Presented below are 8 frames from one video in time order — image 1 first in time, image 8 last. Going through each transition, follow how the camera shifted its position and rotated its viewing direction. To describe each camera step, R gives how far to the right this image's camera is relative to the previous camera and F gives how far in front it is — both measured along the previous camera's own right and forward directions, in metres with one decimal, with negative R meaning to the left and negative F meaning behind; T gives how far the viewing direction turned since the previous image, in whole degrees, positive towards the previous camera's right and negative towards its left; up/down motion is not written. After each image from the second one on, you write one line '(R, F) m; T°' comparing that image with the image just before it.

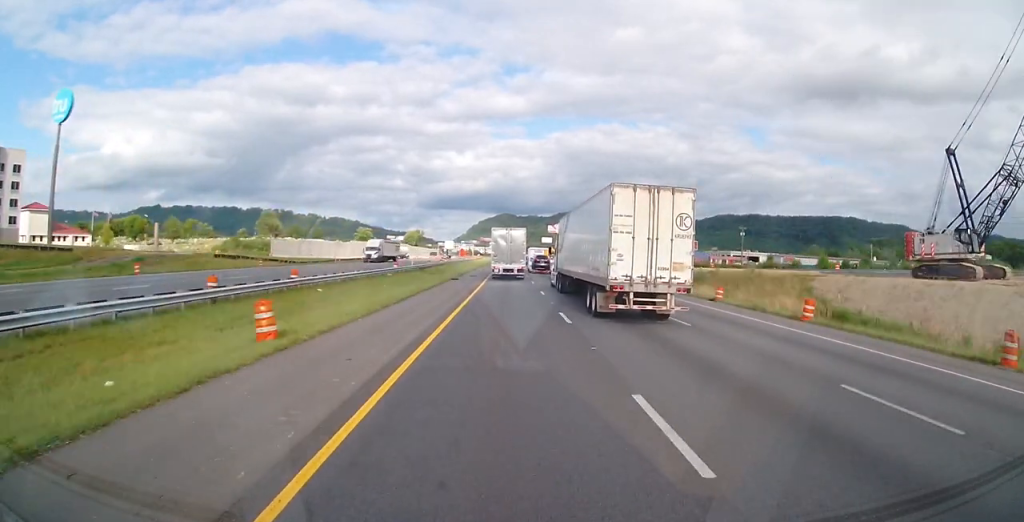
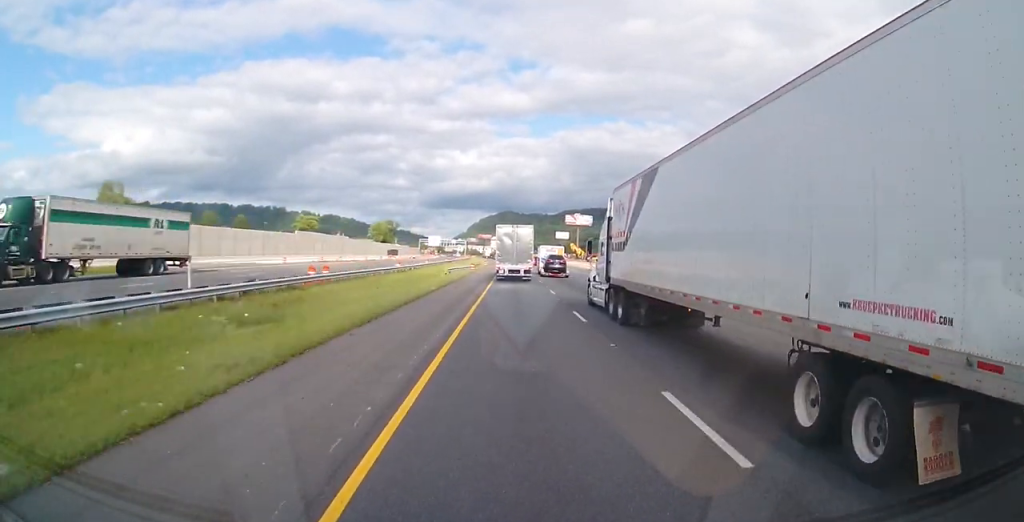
(-1.1, +106.1) m; -1°
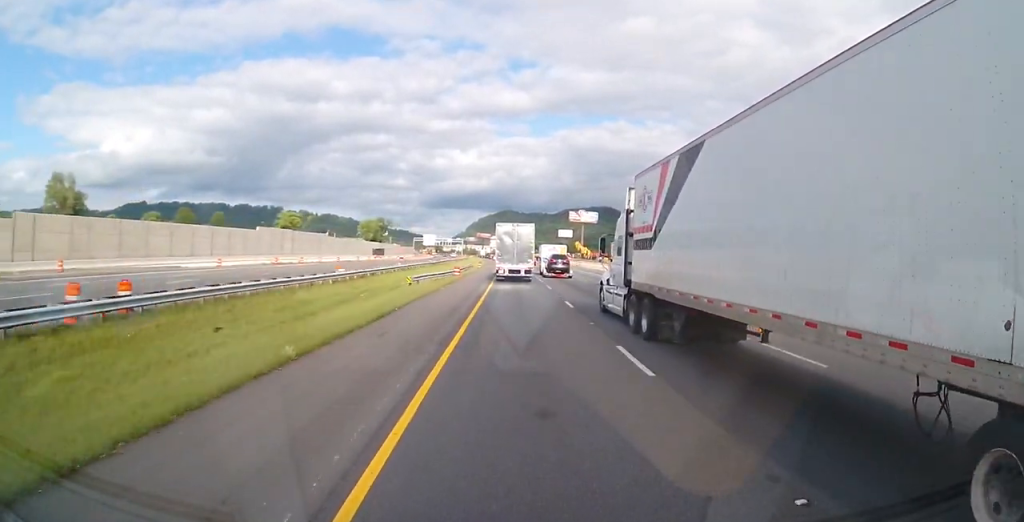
(0.0, +19.8) m; 0°
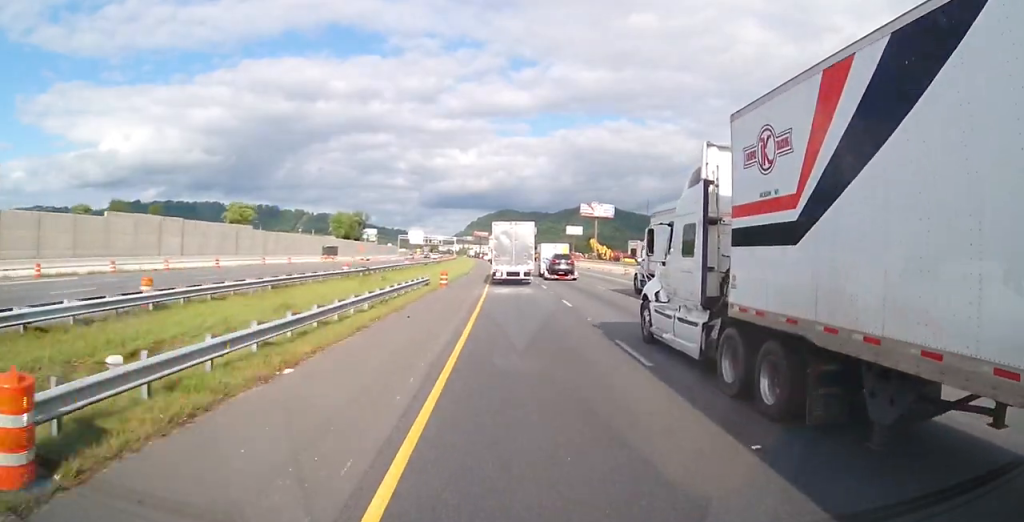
(0.0, +44.6) m; 0°
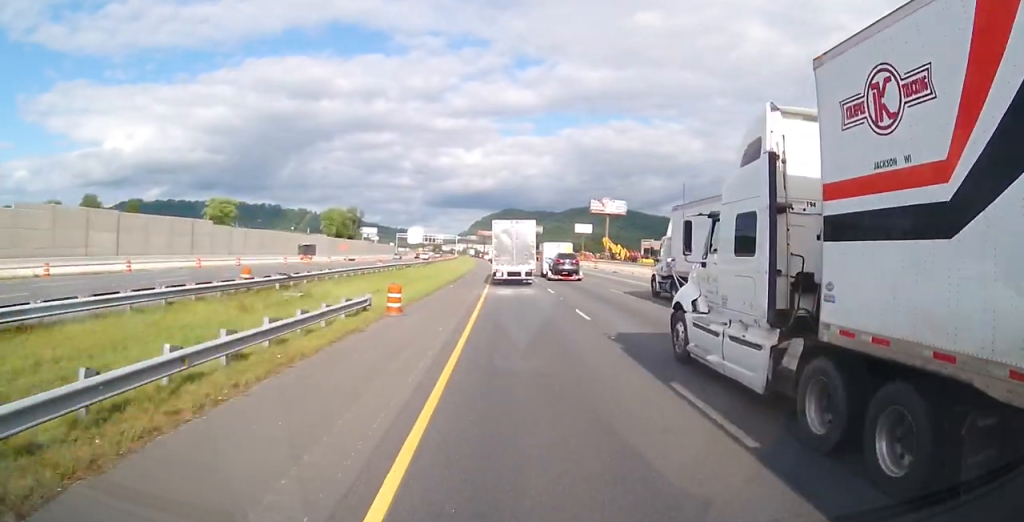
(+0.1, +16.5) m; 0°
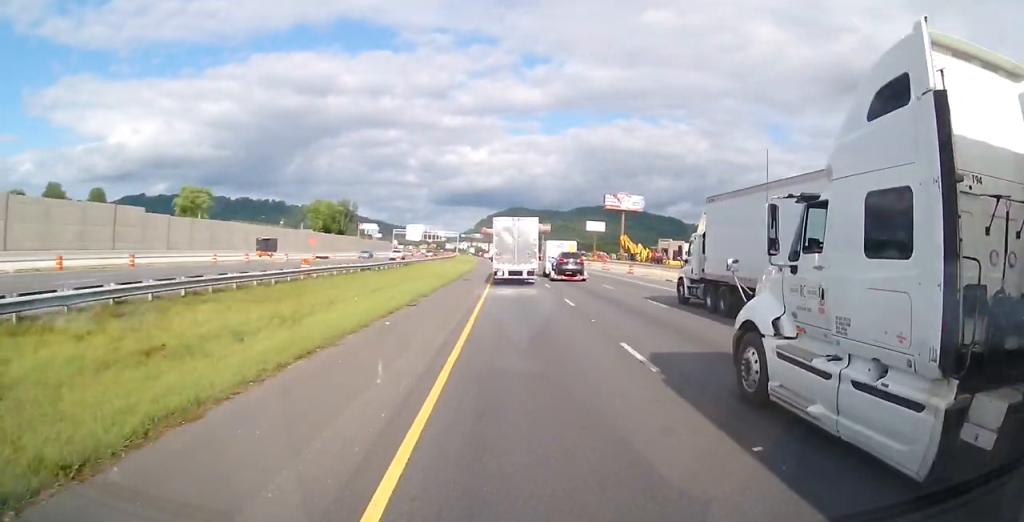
(-0.2, +20.0) m; 0°
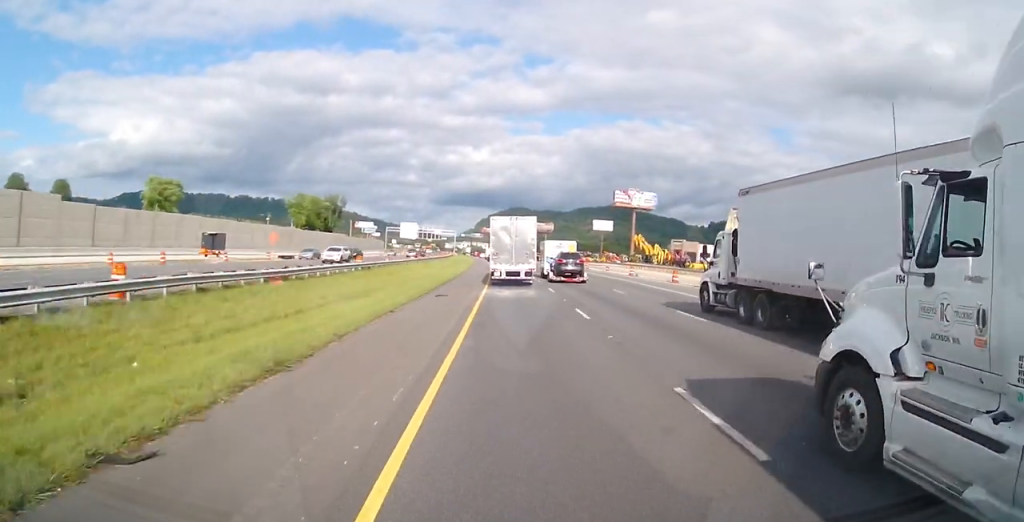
(-0.1, +16.5) m; 0°
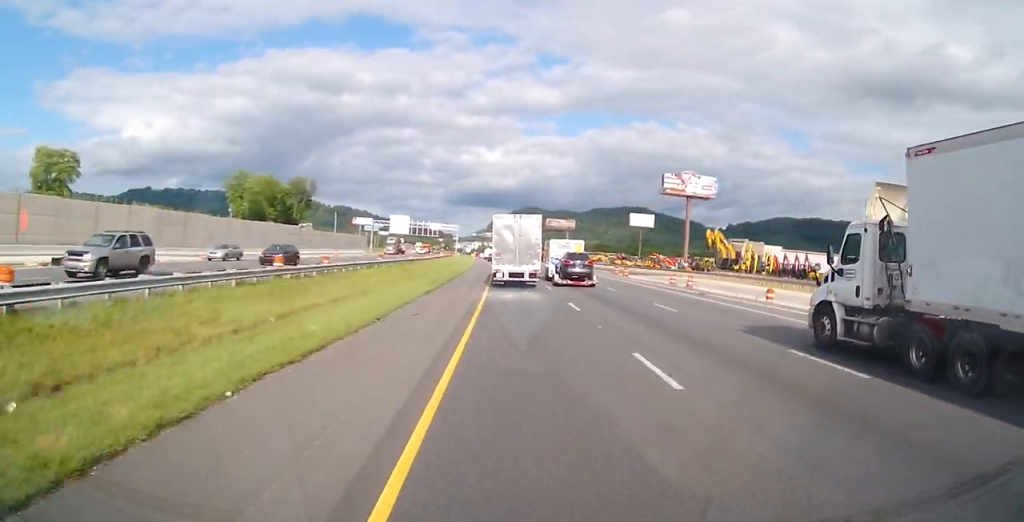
(-0.6, +45.9) m; -2°
